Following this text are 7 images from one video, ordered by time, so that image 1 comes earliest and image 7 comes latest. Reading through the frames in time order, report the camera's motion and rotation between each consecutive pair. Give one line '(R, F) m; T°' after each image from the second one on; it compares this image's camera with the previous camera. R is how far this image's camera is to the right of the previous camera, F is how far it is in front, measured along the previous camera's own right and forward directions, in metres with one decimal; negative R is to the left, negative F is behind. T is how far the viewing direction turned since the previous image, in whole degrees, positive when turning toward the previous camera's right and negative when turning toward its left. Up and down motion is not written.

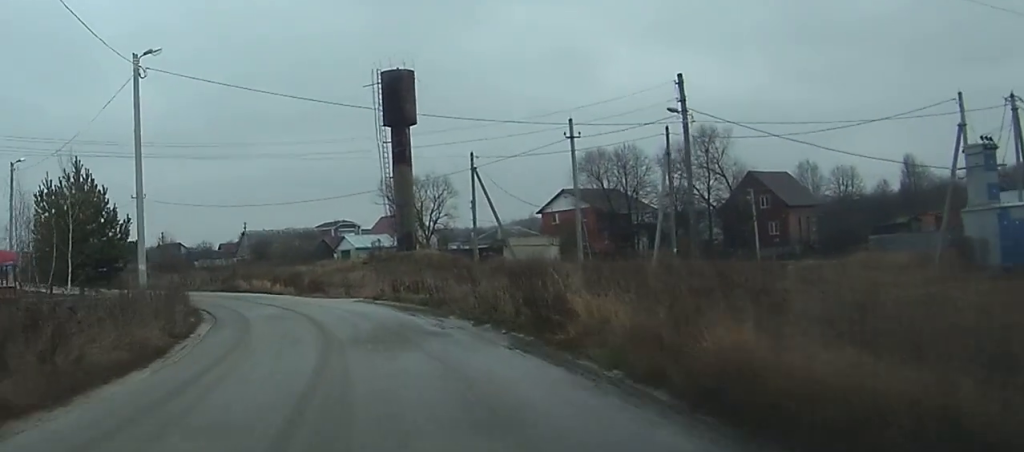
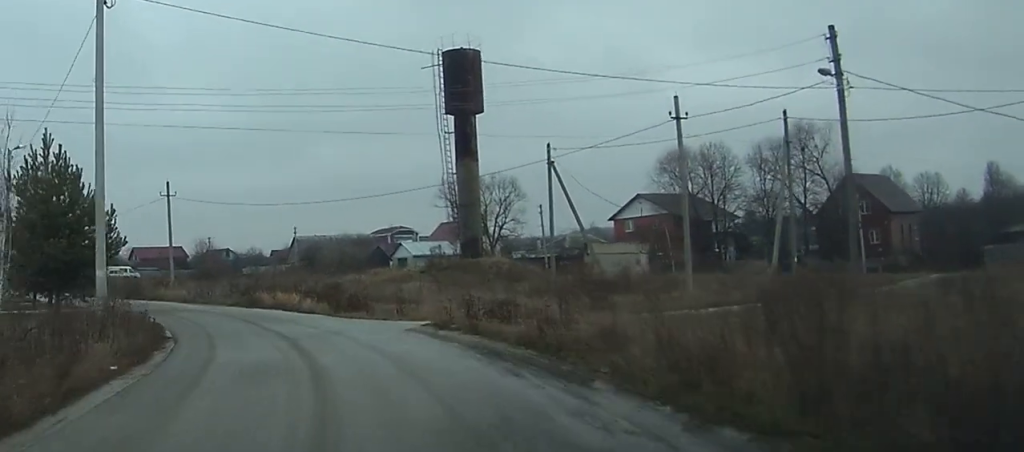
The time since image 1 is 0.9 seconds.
(-0.2, +9.2) m; -2°
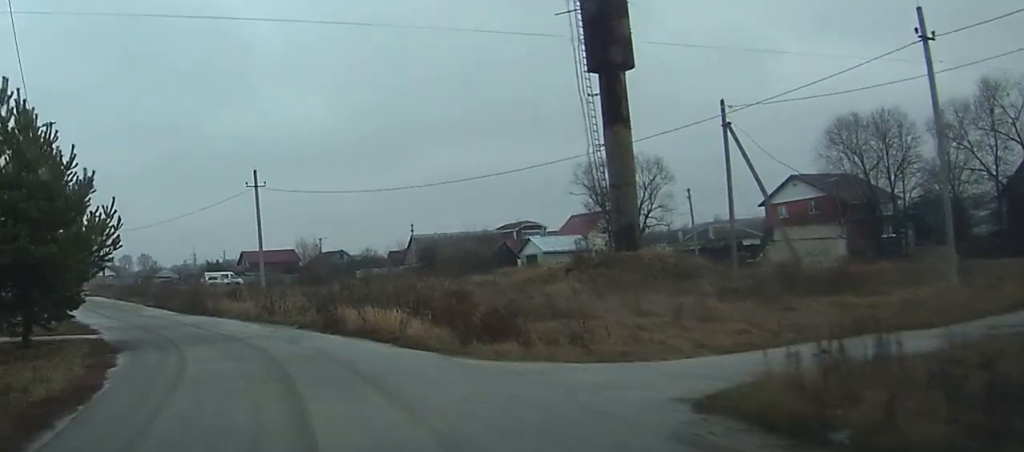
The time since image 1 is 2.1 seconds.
(-0.4, +12.3) m; -7°
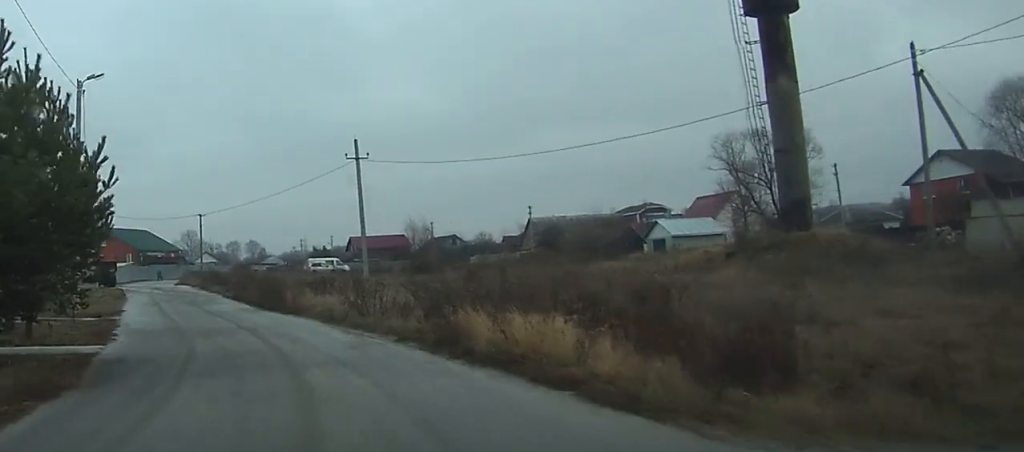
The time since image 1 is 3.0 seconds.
(-0.5, +8.6) m; -7°
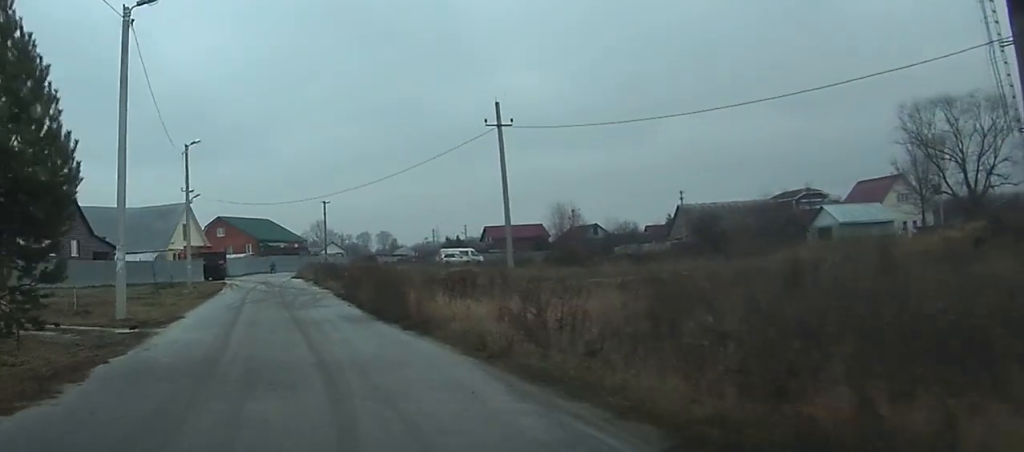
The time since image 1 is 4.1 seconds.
(-0.8, +9.8) m; -9°
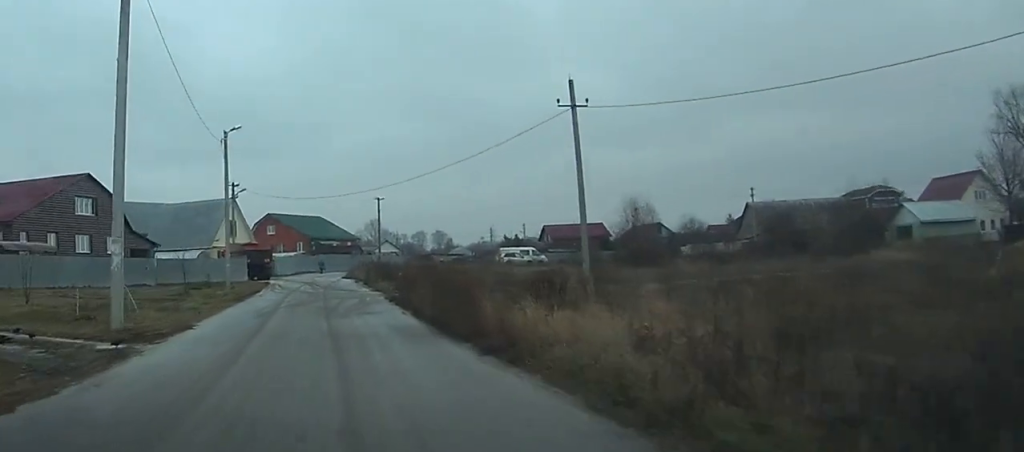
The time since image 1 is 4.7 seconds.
(-0.1, +5.1) m; -4°
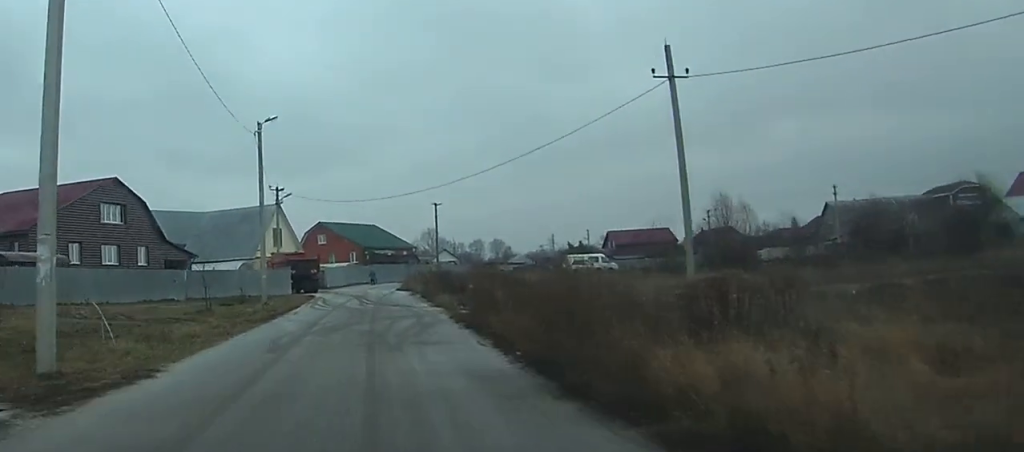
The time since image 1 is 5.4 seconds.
(-0.4, +6.8) m; -3°
